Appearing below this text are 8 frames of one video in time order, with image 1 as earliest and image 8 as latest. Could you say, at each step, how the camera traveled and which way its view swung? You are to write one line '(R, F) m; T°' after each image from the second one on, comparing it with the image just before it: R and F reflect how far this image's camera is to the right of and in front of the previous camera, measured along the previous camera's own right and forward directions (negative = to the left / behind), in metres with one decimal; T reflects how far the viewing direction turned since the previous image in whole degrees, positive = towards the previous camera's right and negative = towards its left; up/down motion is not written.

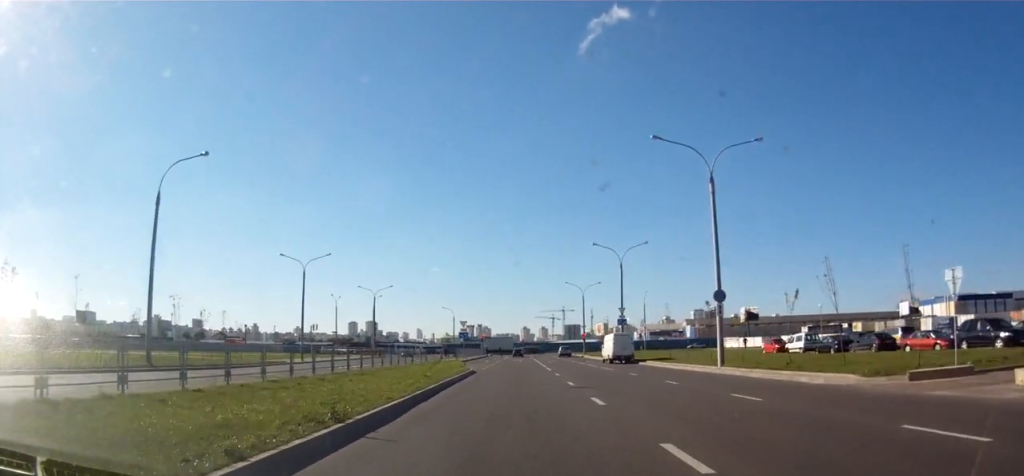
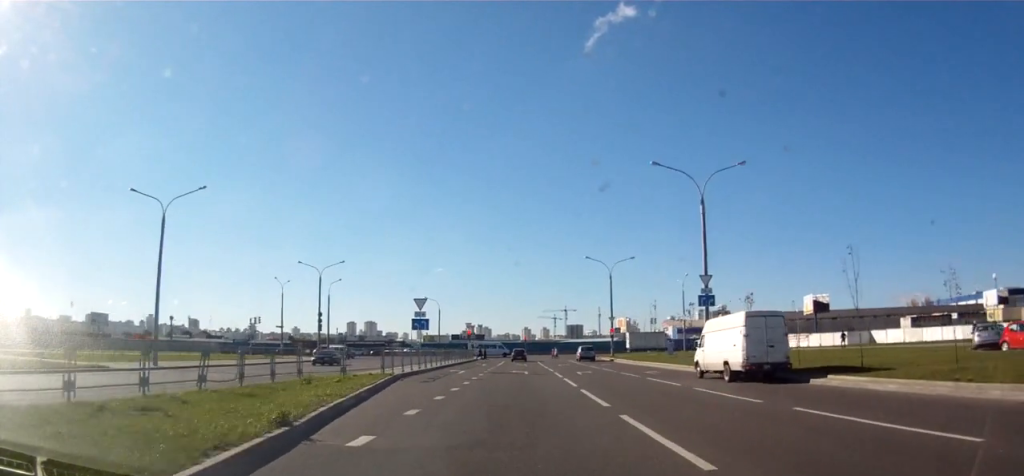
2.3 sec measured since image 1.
(-0.6, +32.4) m; 0°
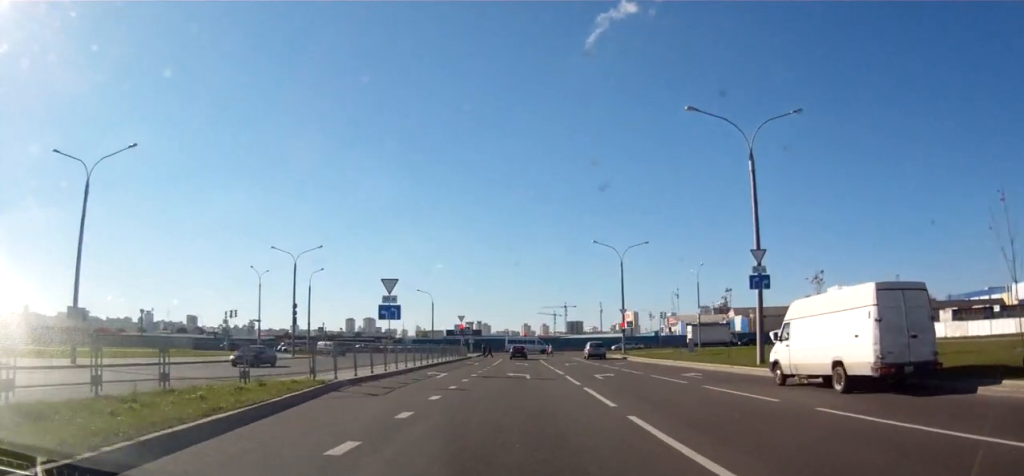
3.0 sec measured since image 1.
(+0.1, +9.3) m; 0°
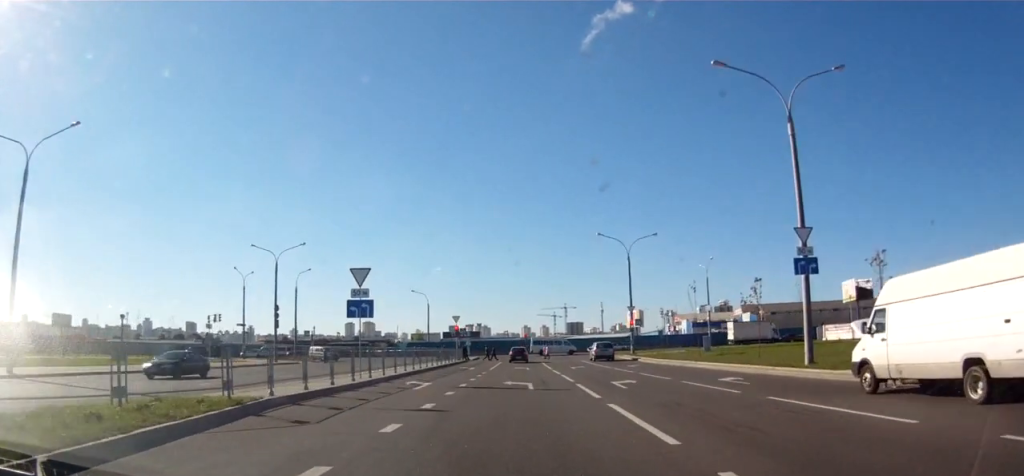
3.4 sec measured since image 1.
(-0.1, +5.4) m; 0°
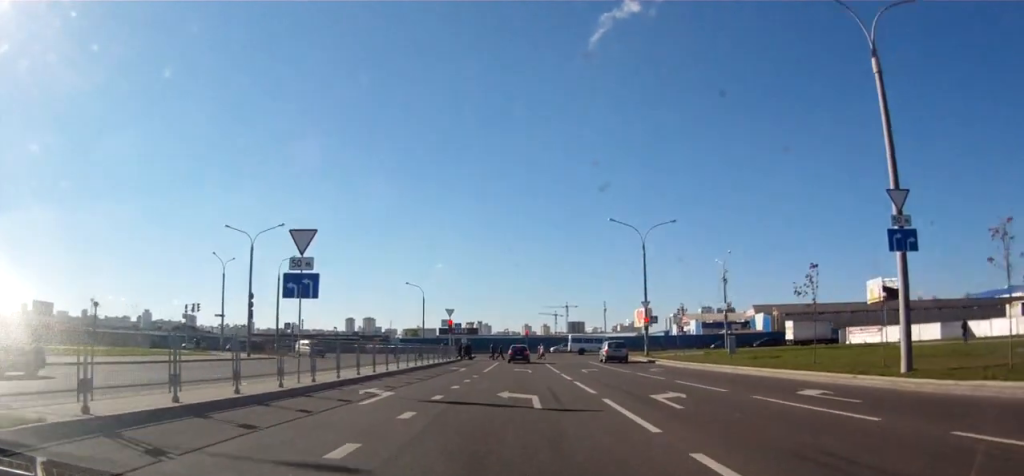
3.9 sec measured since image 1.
(0.0, +6.7) m; 0°
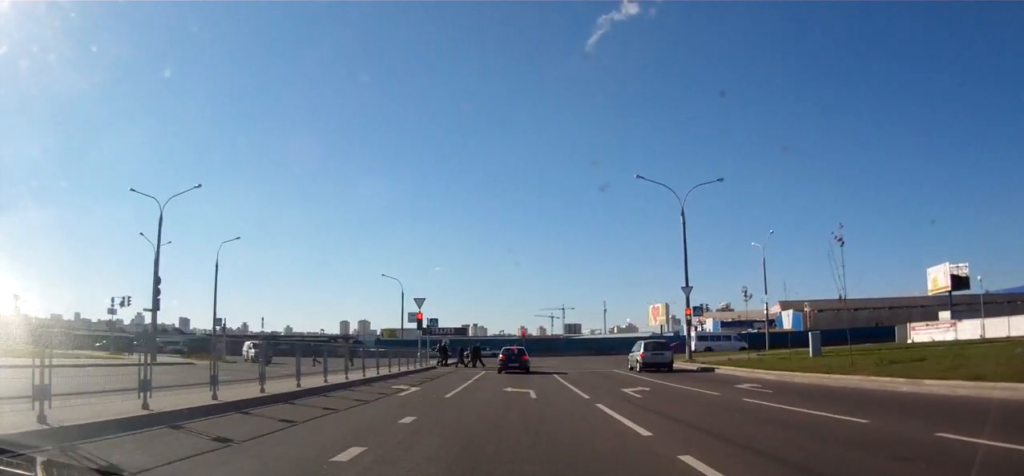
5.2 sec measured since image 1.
(+0.3, +16.1) m; +1°
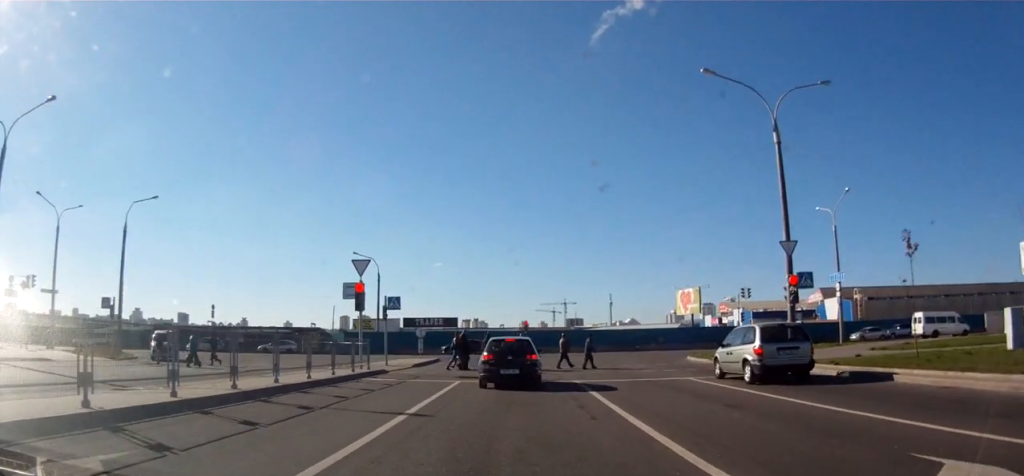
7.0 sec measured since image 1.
(-0.3, +17.2) m; 0°
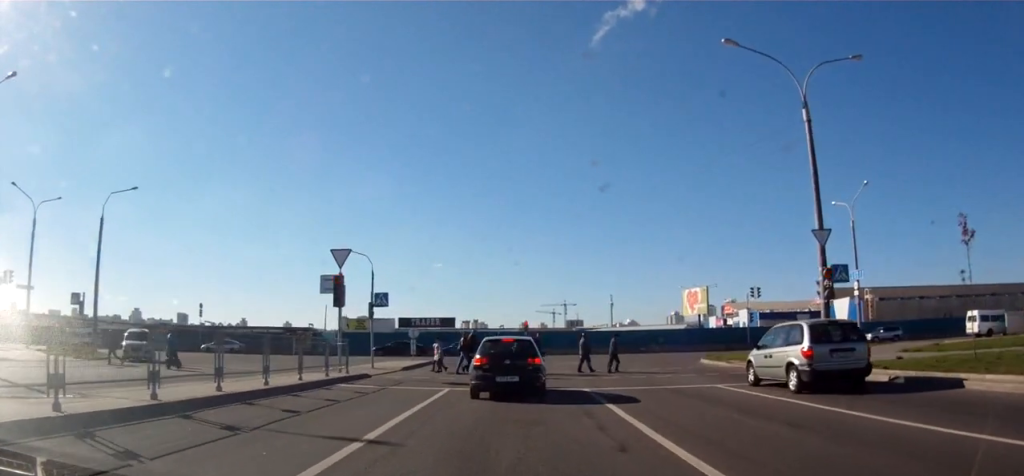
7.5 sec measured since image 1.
(+0.1, +3.5) m; +1°
